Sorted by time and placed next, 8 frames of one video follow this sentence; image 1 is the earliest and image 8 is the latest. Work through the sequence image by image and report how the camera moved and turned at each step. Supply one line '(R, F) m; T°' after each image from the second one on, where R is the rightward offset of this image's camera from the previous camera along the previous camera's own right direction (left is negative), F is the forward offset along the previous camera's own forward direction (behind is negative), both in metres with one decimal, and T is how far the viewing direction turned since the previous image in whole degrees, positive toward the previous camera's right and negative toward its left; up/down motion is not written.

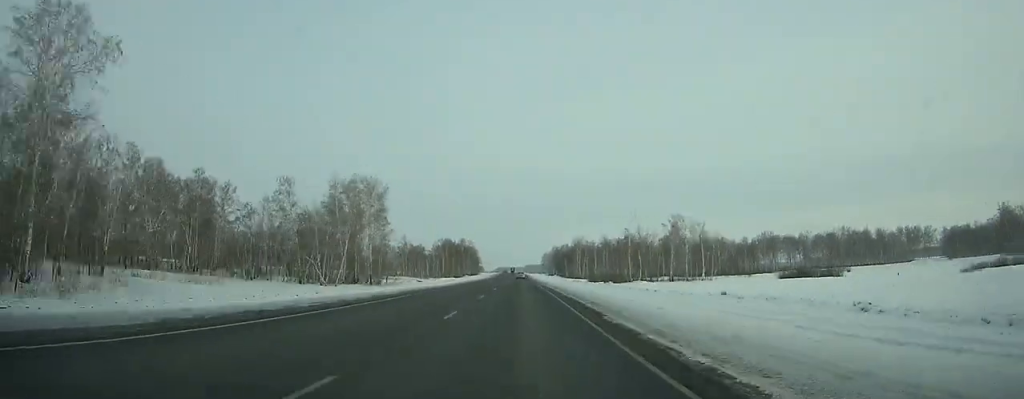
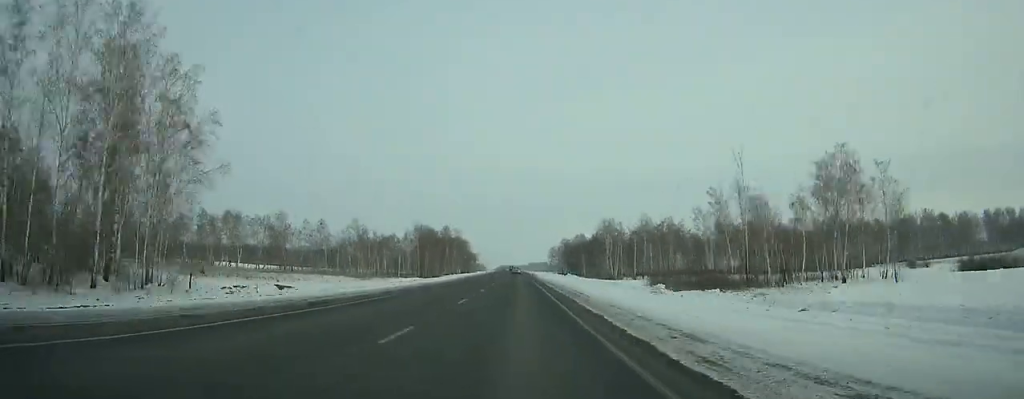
(-0.2, +78.3) m; 0°
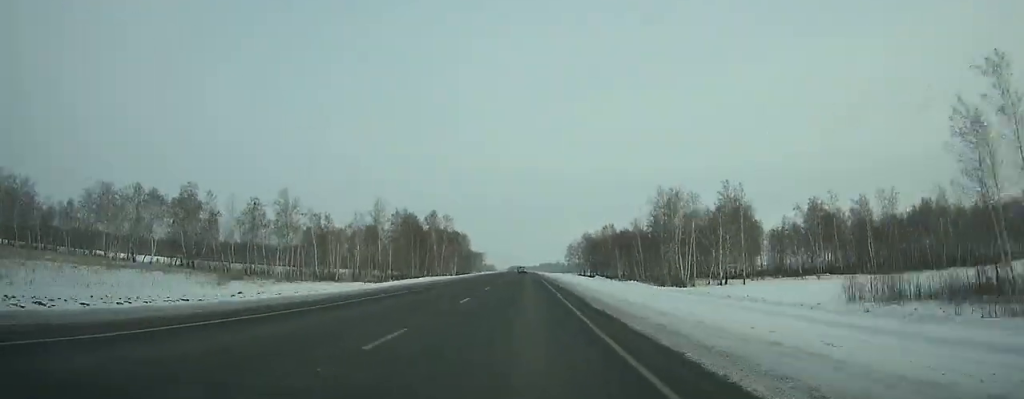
(-0.3, +61.4) m; 0°
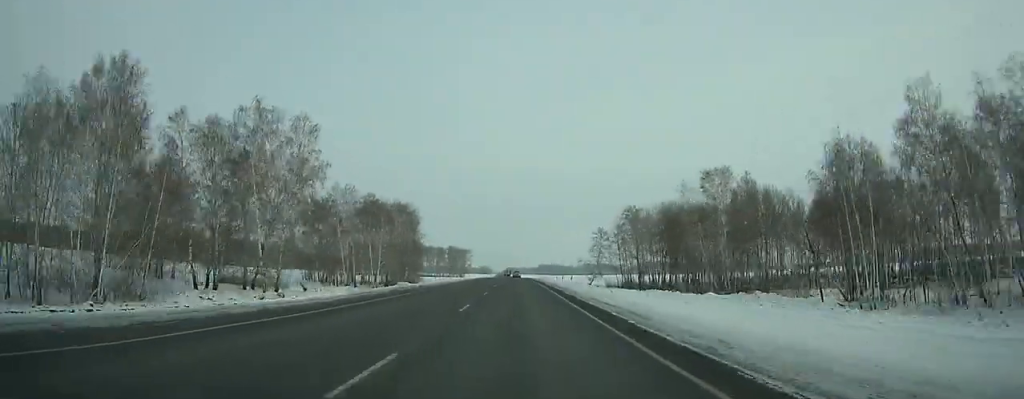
(-0.7, +123.7) m; -1°
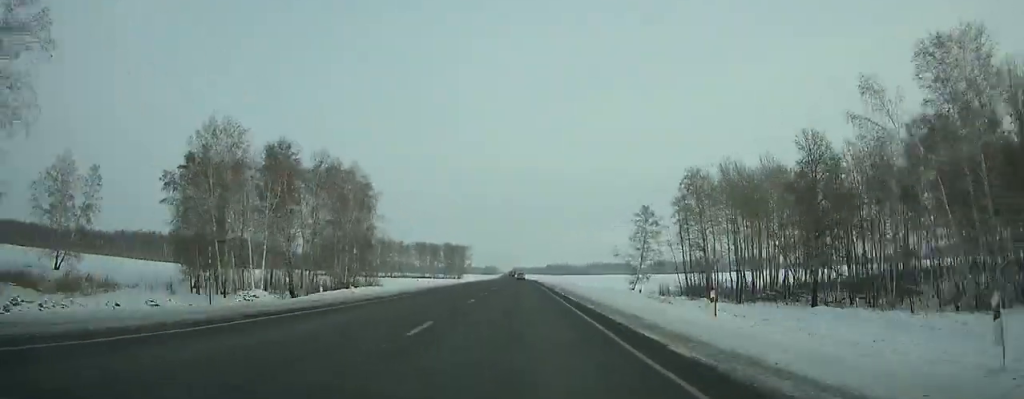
(-0.3, +56.5) m; 0°
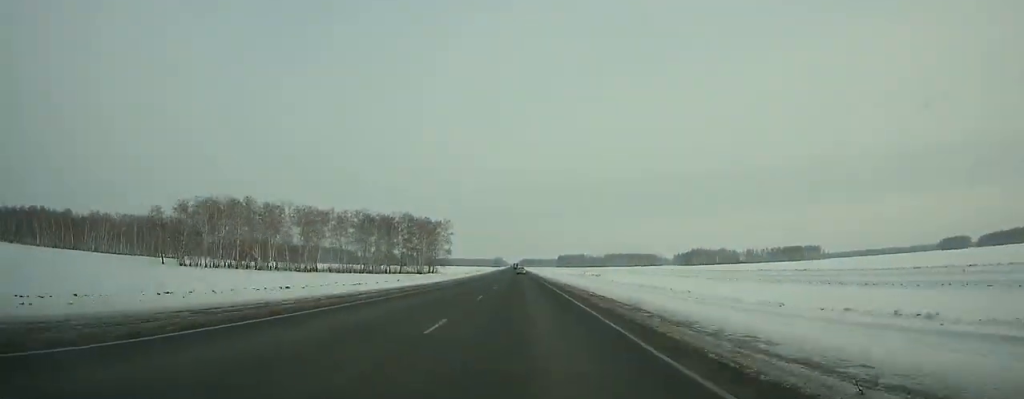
(-1.1, +131.9) m; -1°
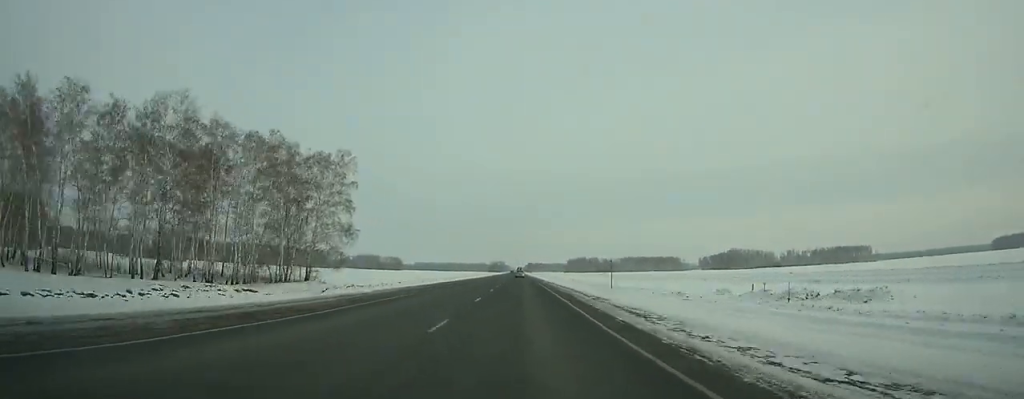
(-1.1, +133.6) m; -1°
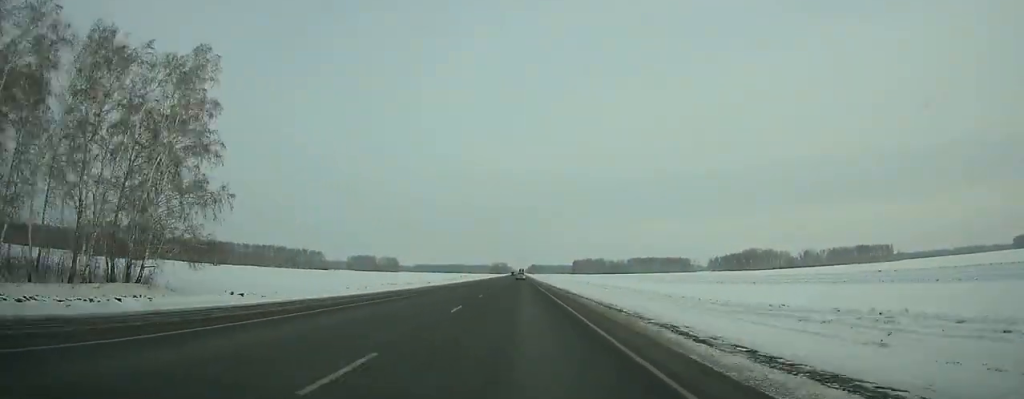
(-0.1, +42.8) m; 0°
